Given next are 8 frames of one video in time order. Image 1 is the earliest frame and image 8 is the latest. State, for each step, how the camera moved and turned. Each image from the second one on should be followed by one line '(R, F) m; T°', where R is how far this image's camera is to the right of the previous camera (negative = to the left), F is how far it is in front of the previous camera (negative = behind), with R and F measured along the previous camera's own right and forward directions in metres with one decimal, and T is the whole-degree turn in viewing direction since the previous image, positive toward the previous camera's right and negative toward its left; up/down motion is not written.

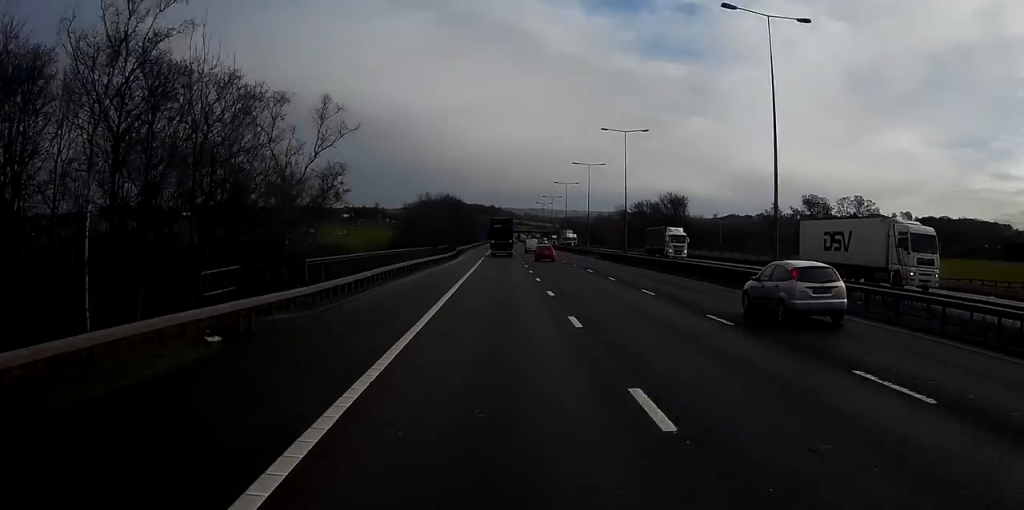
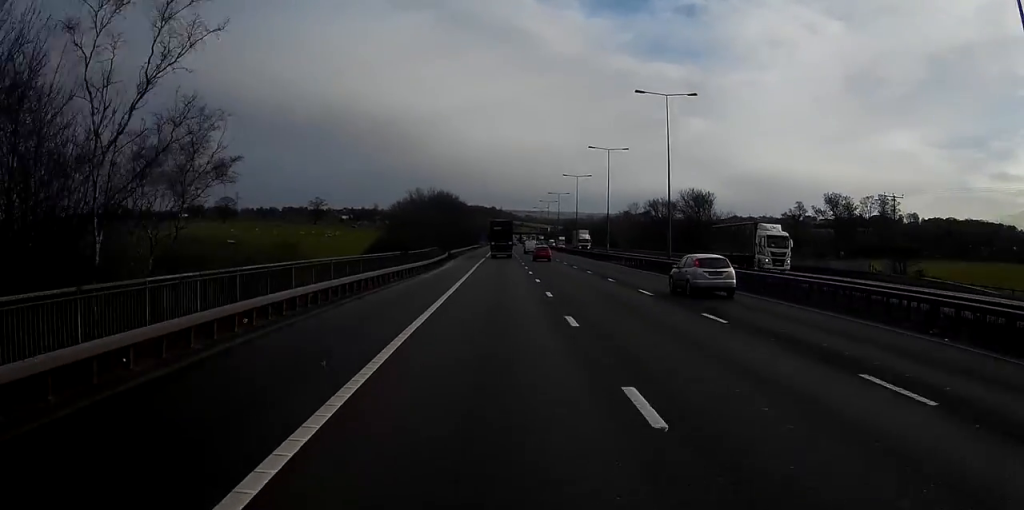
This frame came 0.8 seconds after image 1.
(0.0, +17.8) m; 0°
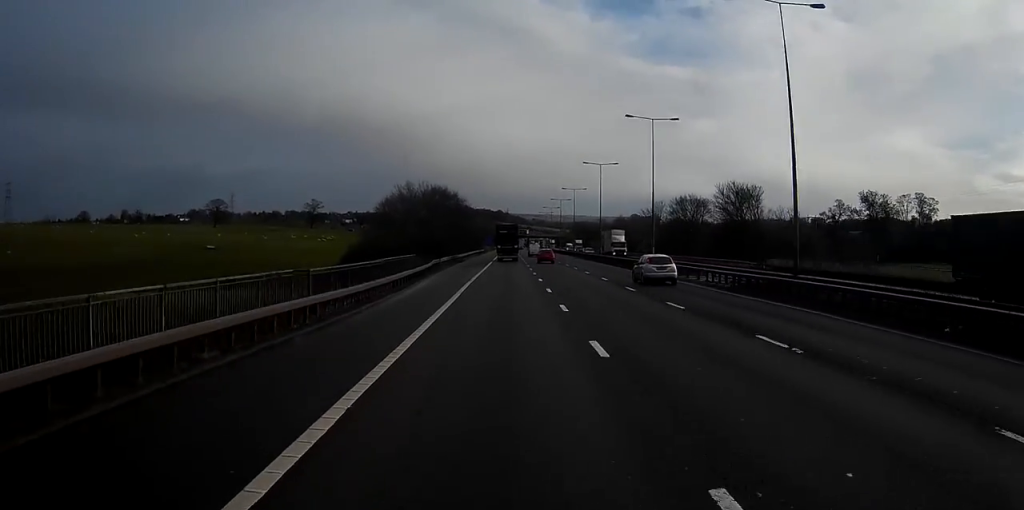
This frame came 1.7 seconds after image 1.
(0.0, +21.7) m; 0°
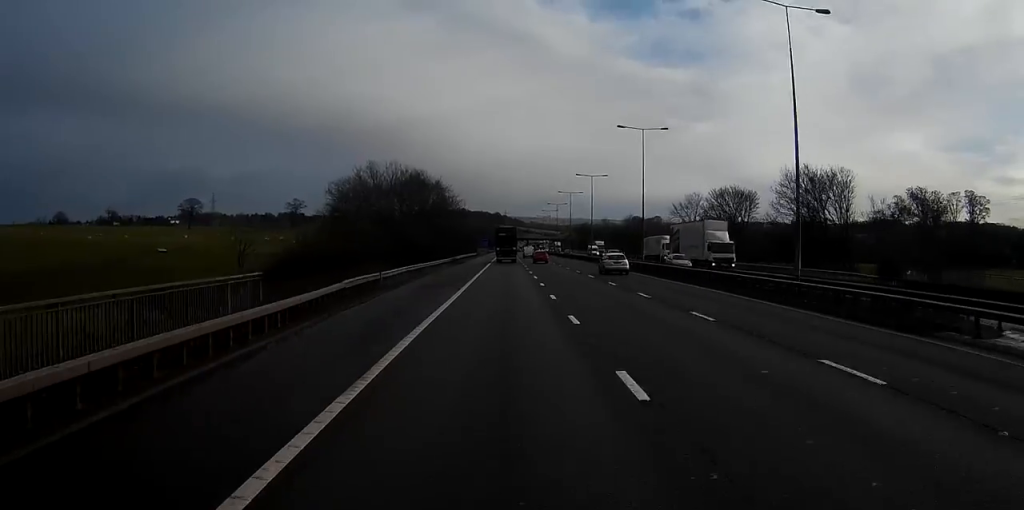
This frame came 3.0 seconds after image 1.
(-0.1, +29.9) m; 0°
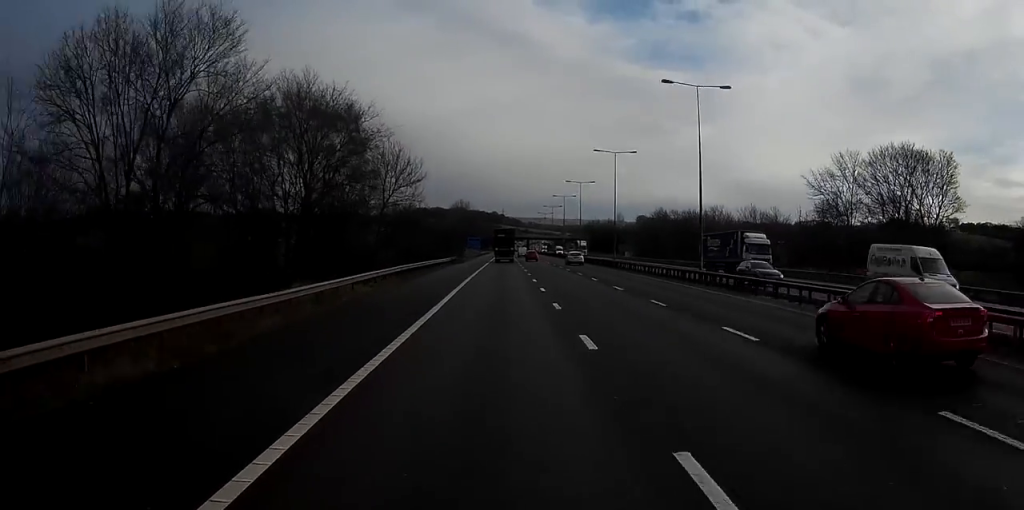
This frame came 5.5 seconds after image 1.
(0.0, +57.5) m; 0°
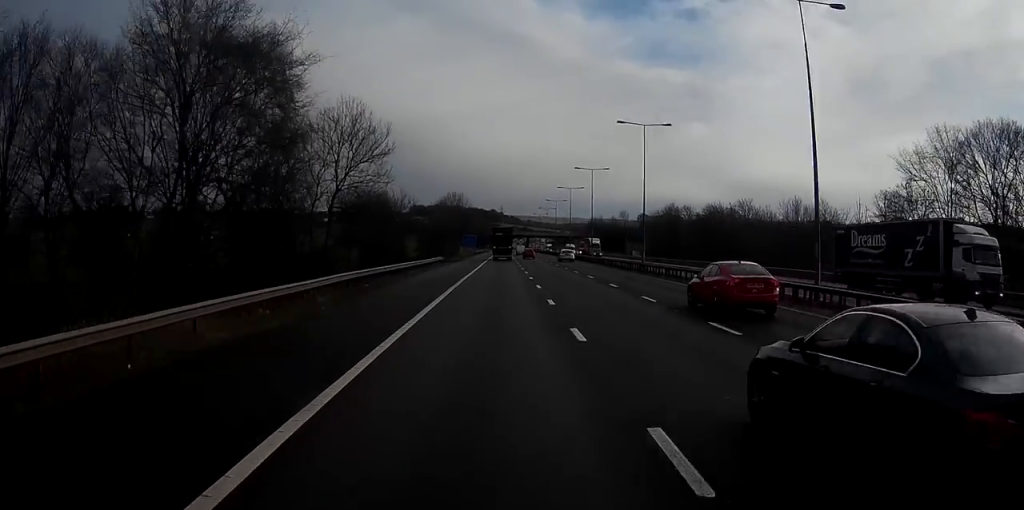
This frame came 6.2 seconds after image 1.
(-0.2, +16.9) m; 0°
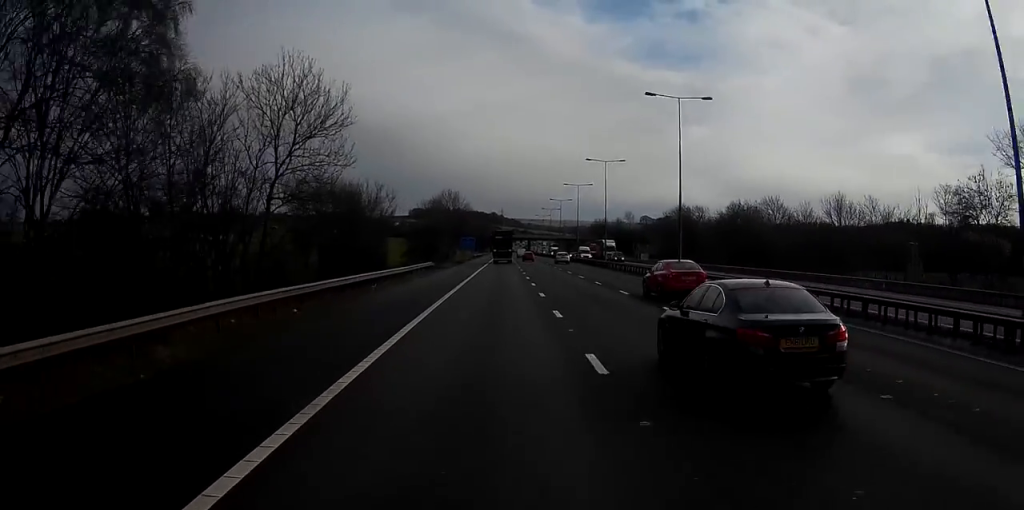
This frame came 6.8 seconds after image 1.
(+0.2, +12.3) m; 0°
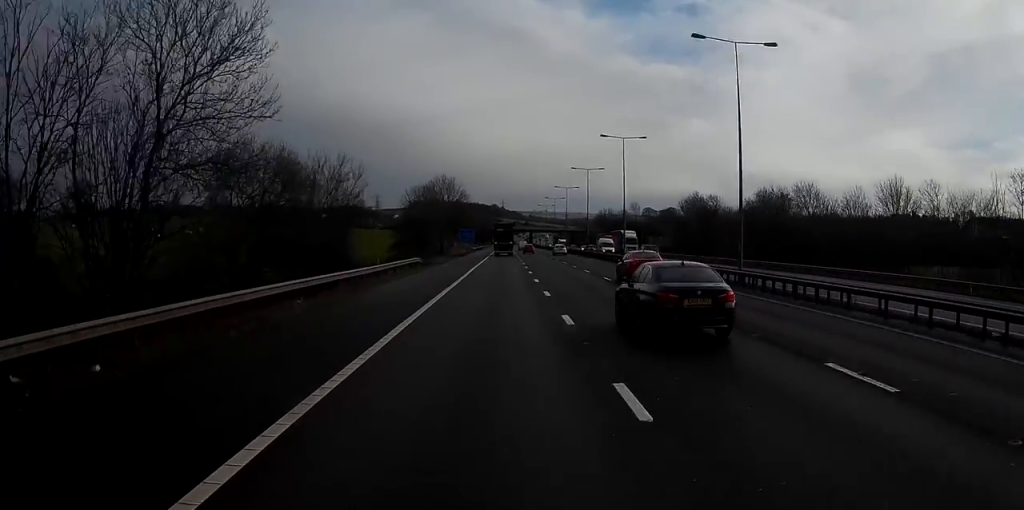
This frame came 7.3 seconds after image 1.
(+0.1, +12.3) m; 0°
